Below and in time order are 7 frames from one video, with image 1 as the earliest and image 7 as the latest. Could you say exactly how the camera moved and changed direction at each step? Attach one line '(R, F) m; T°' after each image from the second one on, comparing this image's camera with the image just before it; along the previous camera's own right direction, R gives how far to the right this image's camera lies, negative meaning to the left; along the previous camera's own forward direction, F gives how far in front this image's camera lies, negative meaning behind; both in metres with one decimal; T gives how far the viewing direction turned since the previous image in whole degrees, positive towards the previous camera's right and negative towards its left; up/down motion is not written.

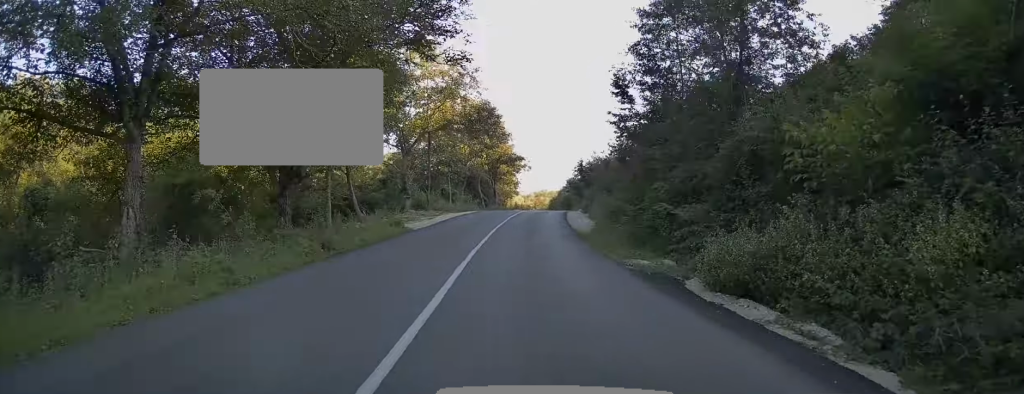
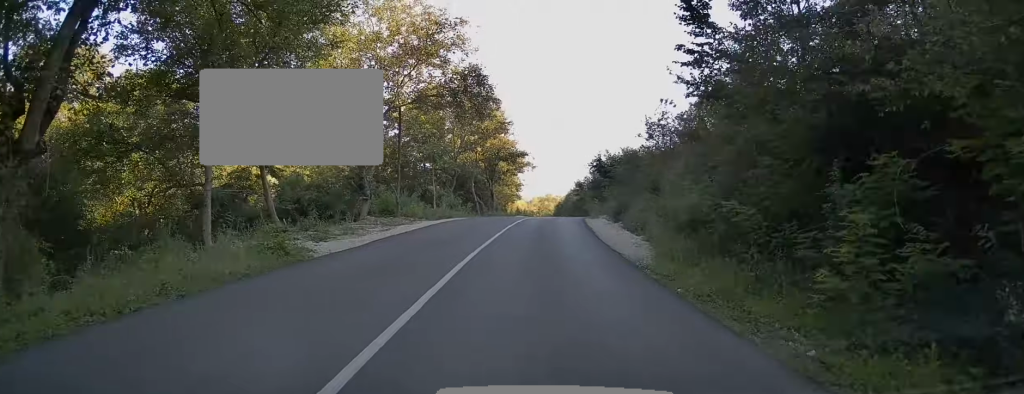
(-0.1, +13.4) m; 0°
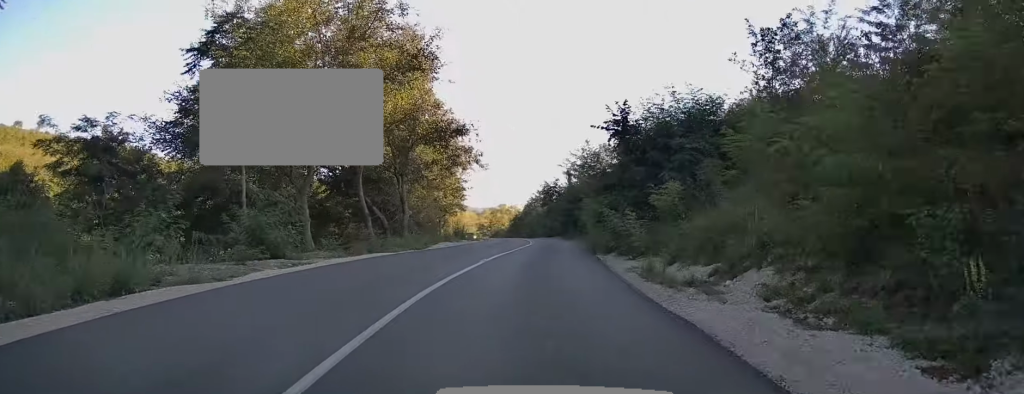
(+0.7, +30.0) m; +3°
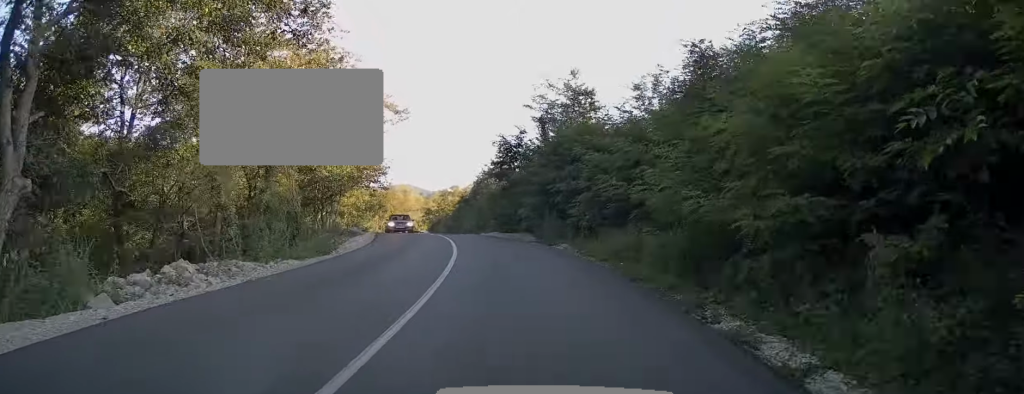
(+0.9, +28.5) m; +2°
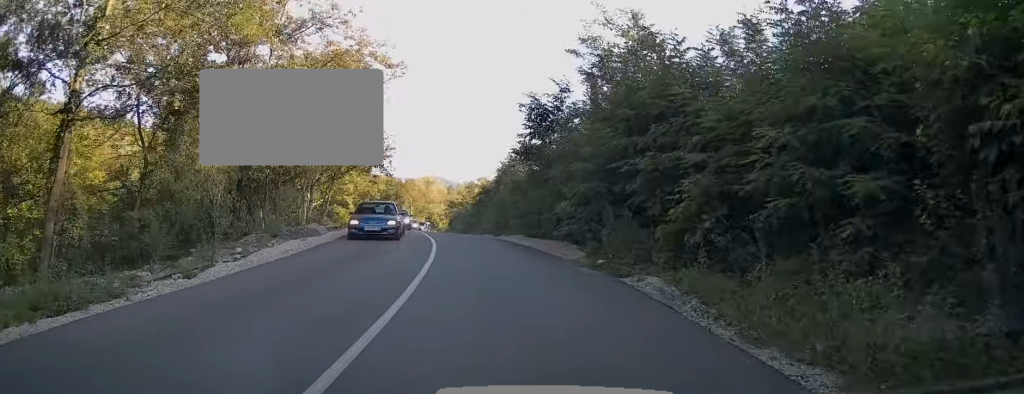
(-0.1, +12.1) m; -2°
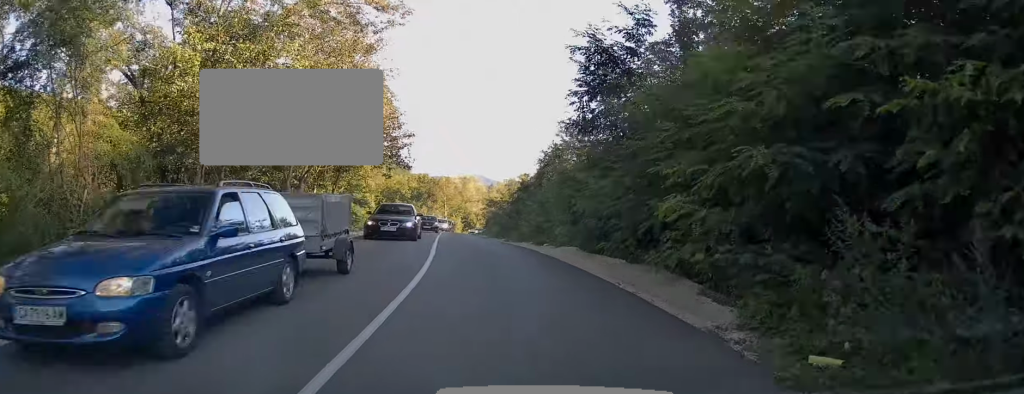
(-0.2, +9.4) m; -2°
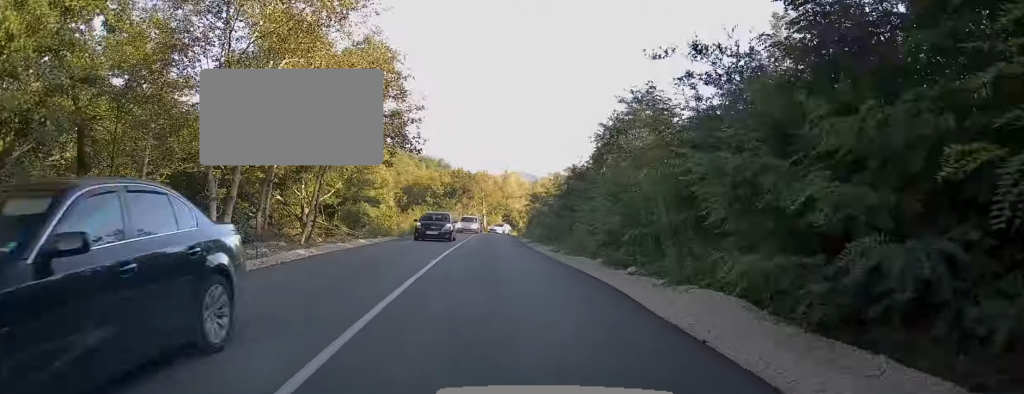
(-0.3, +11.9) m; -3°
